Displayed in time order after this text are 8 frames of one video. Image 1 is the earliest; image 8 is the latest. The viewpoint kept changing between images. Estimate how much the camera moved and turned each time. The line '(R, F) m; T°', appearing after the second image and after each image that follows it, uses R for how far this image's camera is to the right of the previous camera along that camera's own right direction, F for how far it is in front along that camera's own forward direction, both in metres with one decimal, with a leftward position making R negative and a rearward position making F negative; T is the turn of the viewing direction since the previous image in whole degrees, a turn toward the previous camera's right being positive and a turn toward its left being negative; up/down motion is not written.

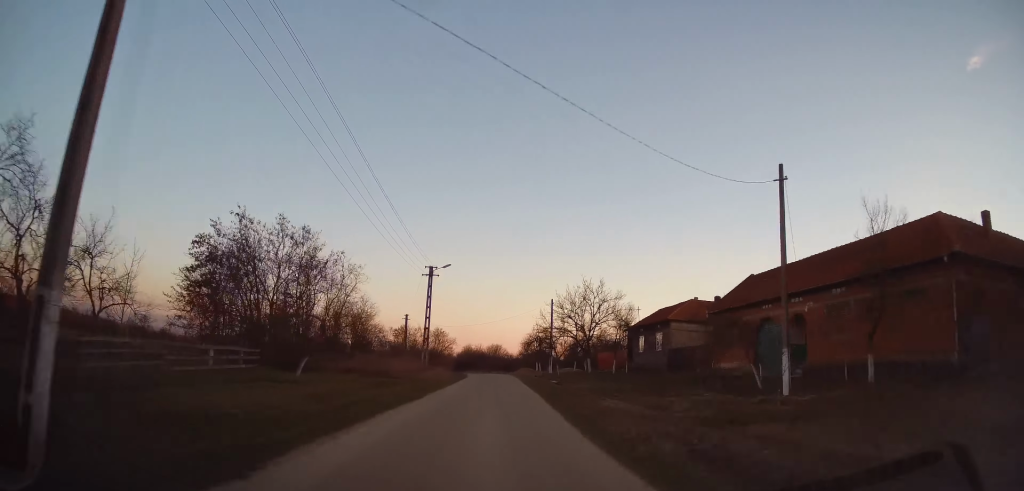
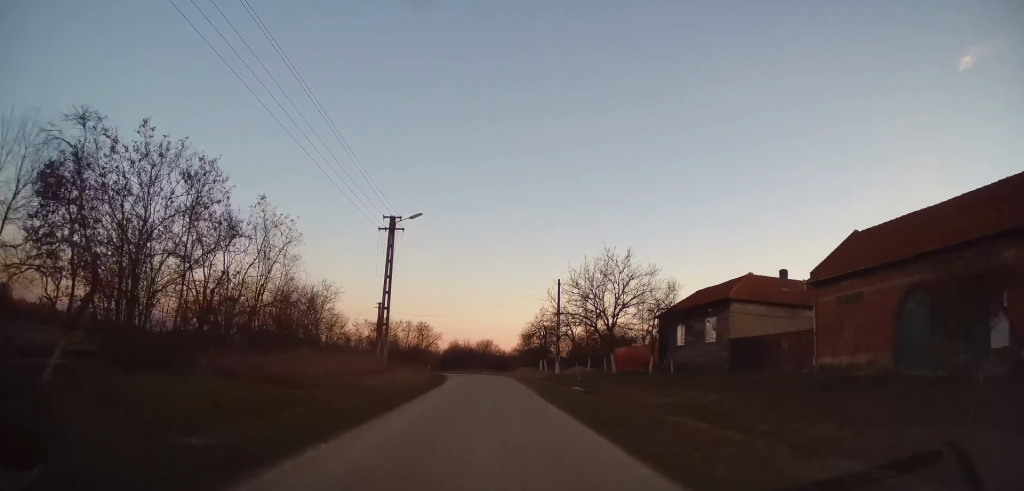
(0.0, +12.8) m; 0°
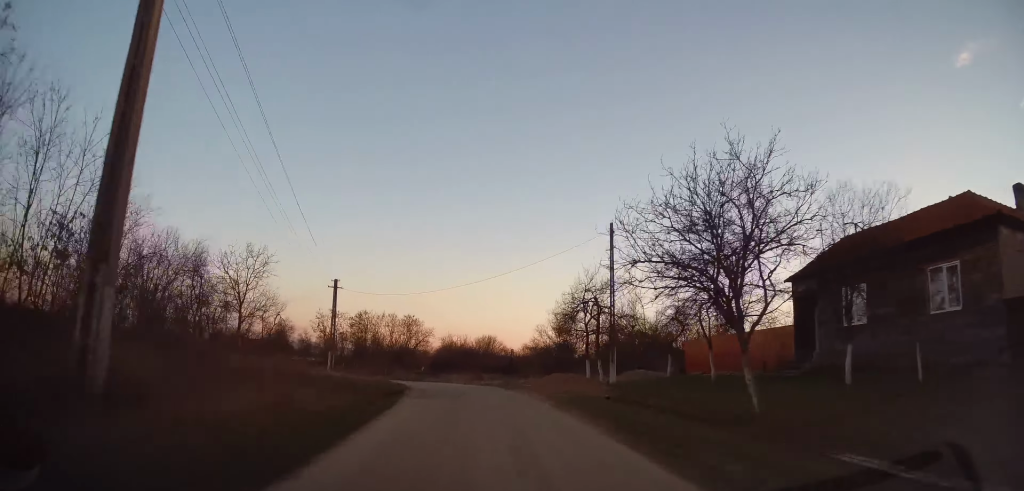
(+0.1, +19.3) m; -1°
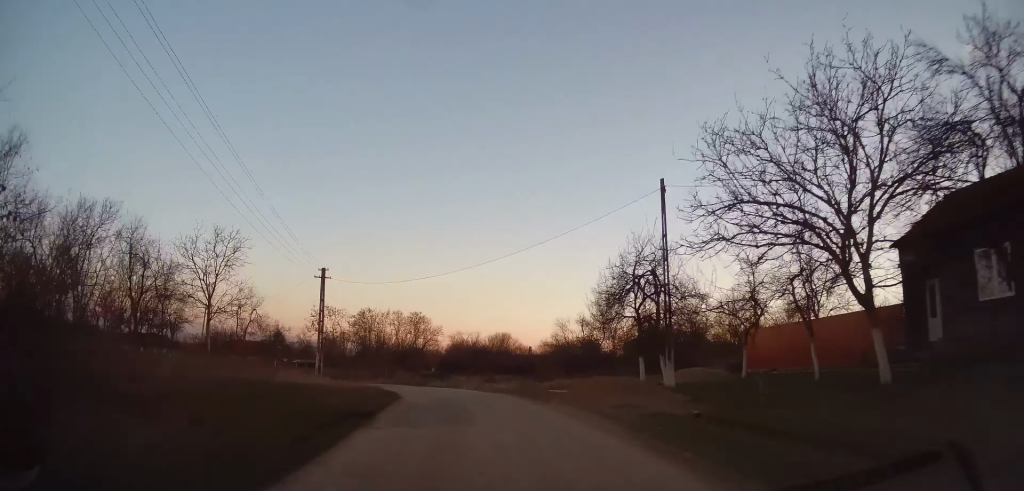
(+0.3, +6.9) m; -1°
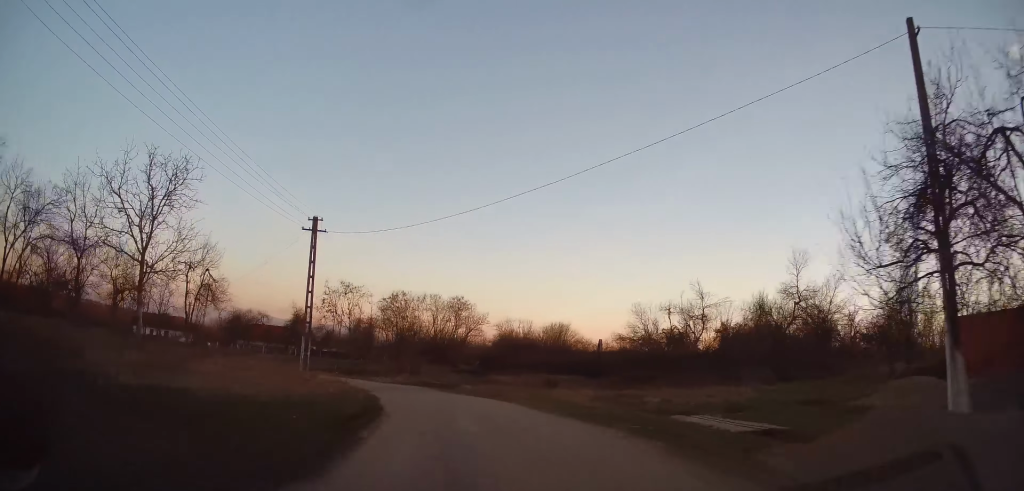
(-0.6, +12.6) m; -6°
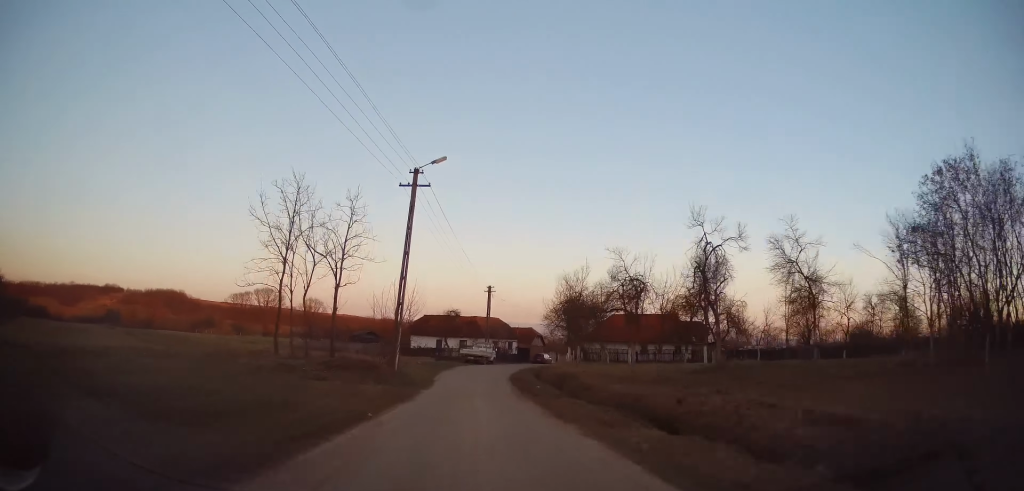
(-16.1, +45.4) m; -36°
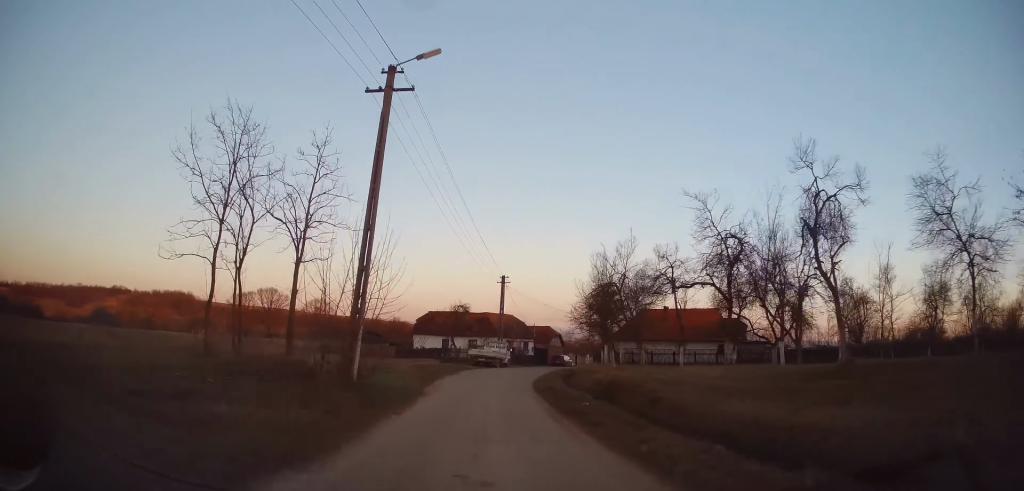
(-0.2, +7.9) m; -1°
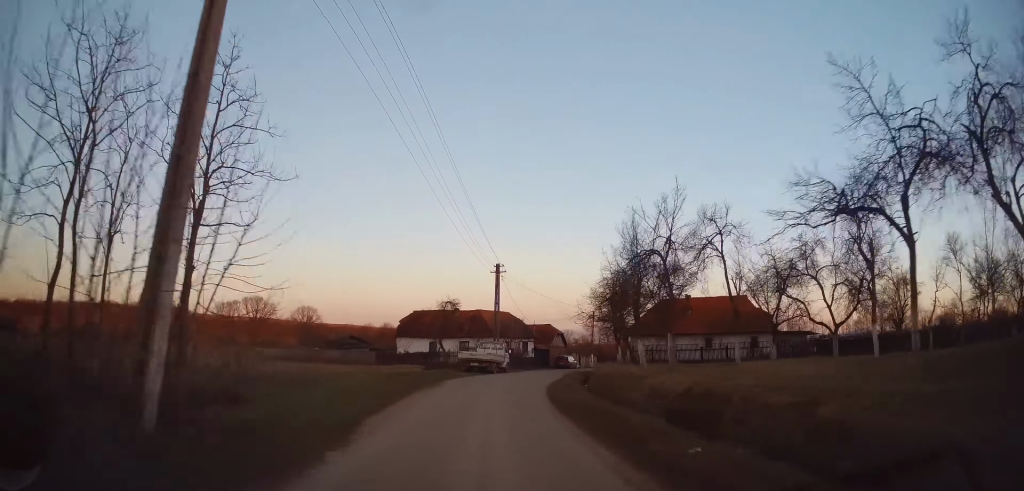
(-0.1, +7.5) m; 0°
